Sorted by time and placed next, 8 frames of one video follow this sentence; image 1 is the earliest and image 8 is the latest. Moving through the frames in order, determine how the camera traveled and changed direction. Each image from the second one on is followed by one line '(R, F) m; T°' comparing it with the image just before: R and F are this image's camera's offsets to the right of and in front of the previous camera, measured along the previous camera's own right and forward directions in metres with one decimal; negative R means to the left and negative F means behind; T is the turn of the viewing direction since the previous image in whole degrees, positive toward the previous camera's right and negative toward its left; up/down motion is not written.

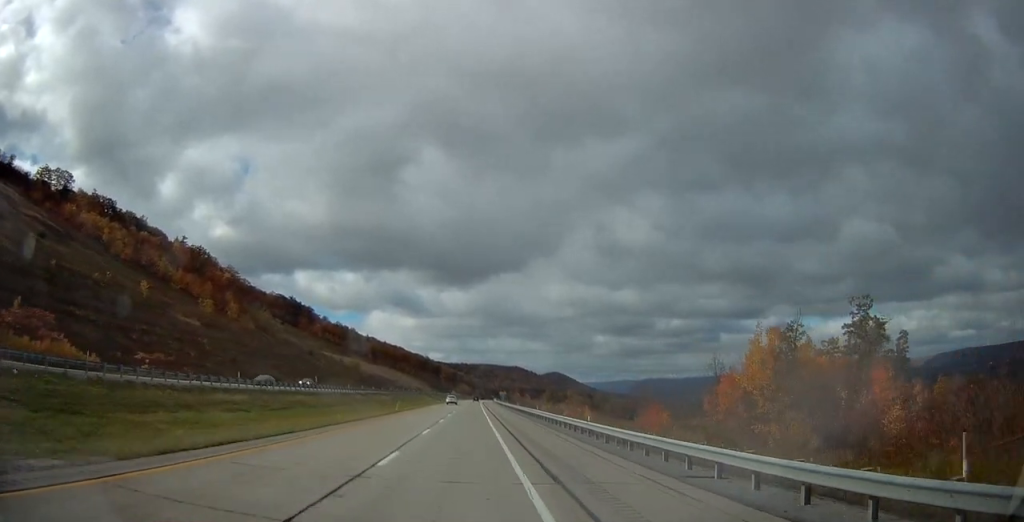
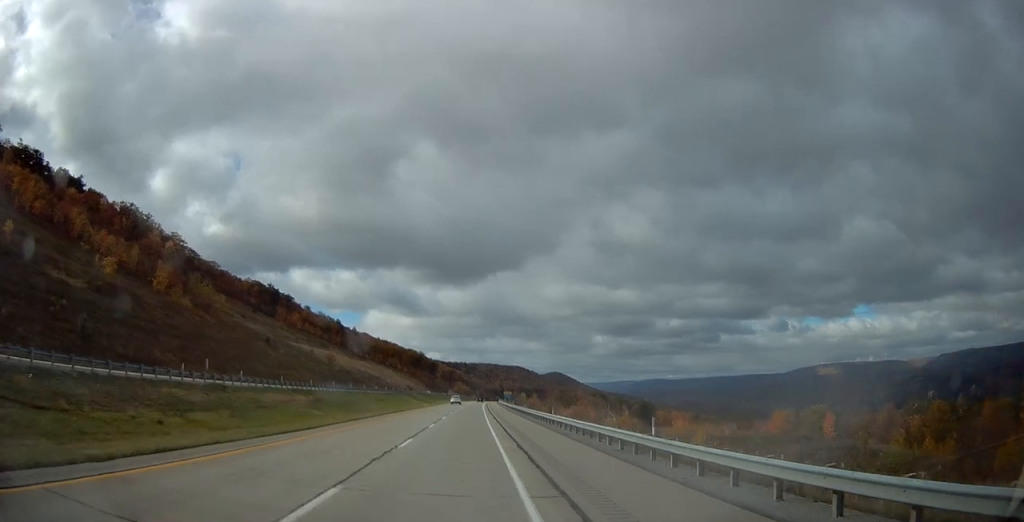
(-0.1, +56.3) m; 0°
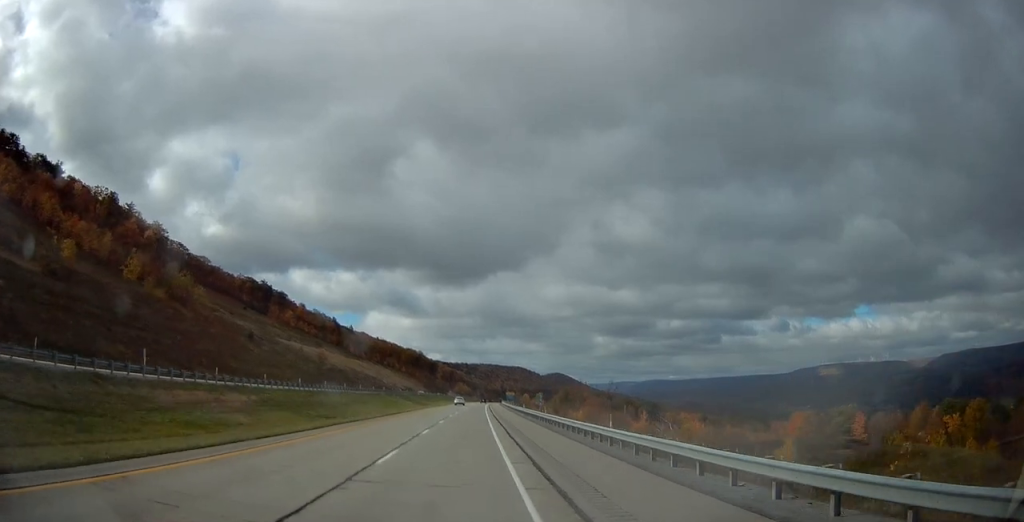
(+0.1, +17.0) m; 0°
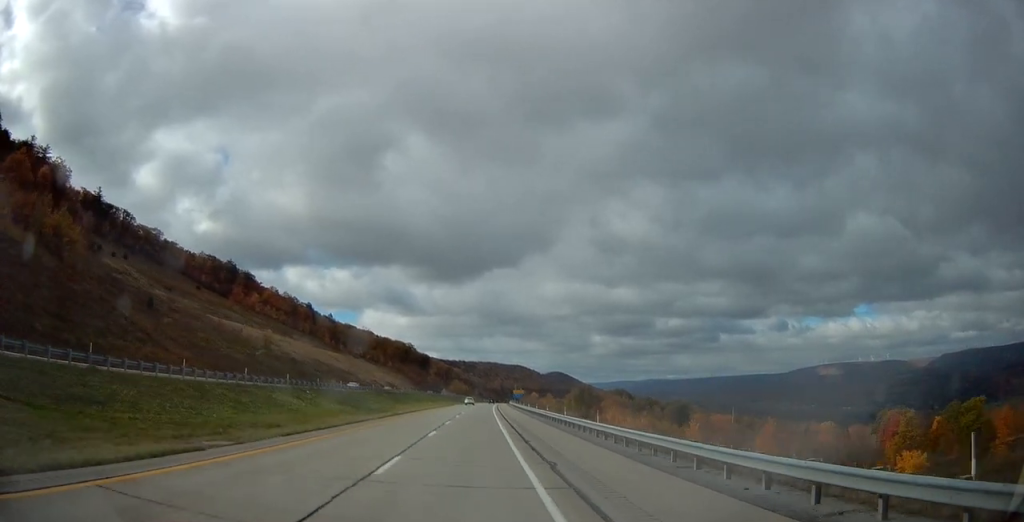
(-0.5, +63.7) m; 0°
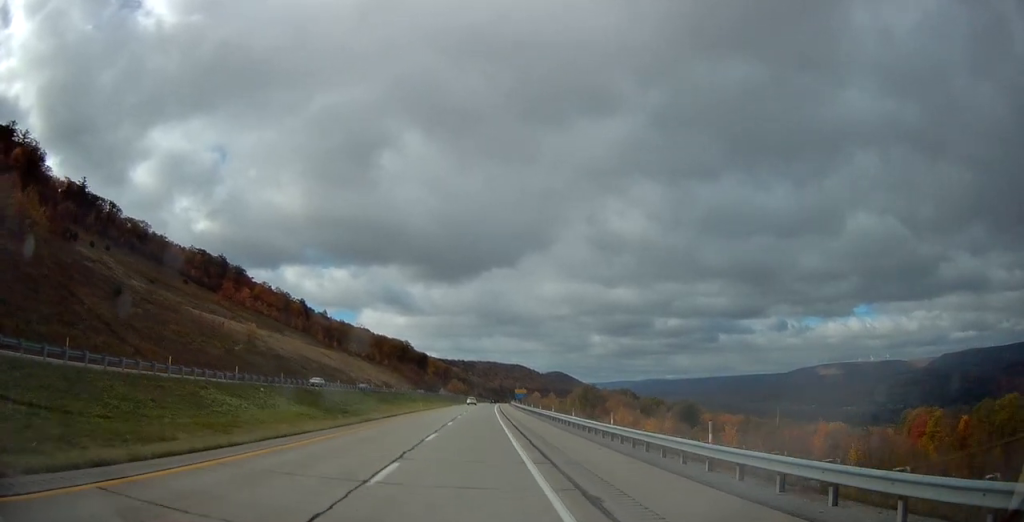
(0.0, +13.8) m; 0°
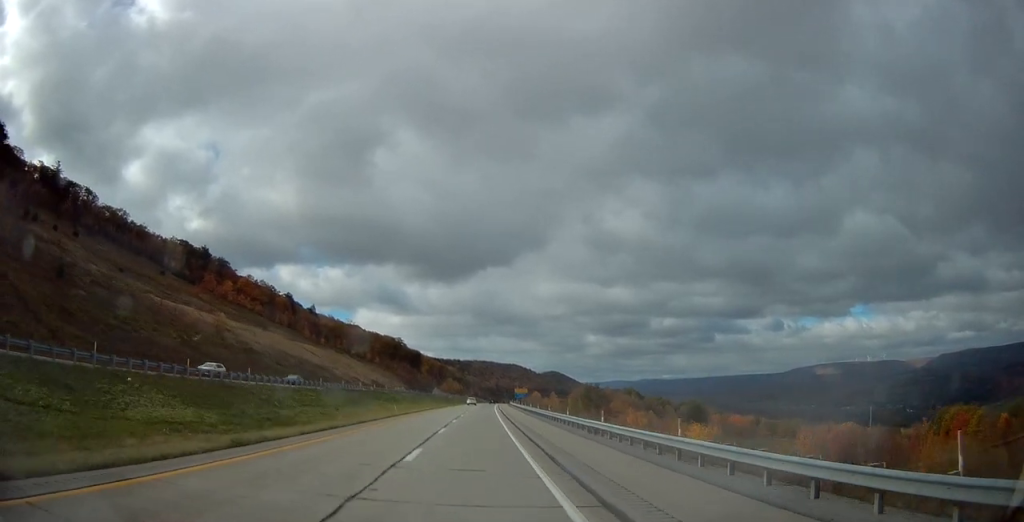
(+0.3, +20.1) m; +1°
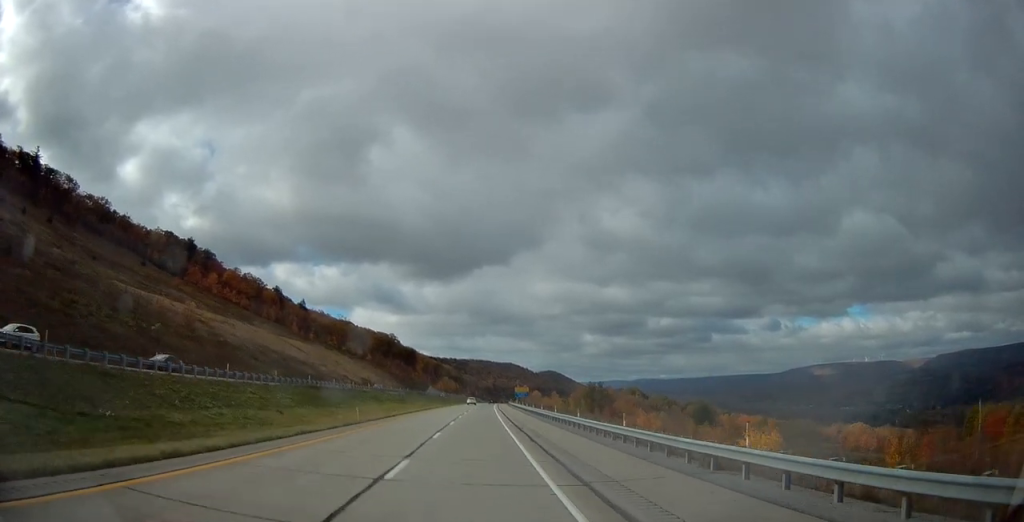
(0.0, +15.9) m; 0°
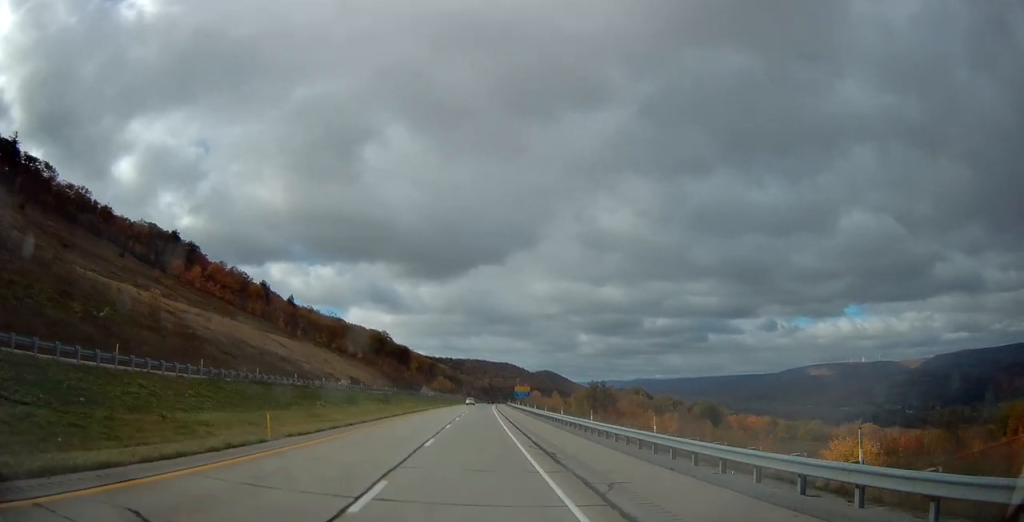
(0.0, +15.9) m; 0°
